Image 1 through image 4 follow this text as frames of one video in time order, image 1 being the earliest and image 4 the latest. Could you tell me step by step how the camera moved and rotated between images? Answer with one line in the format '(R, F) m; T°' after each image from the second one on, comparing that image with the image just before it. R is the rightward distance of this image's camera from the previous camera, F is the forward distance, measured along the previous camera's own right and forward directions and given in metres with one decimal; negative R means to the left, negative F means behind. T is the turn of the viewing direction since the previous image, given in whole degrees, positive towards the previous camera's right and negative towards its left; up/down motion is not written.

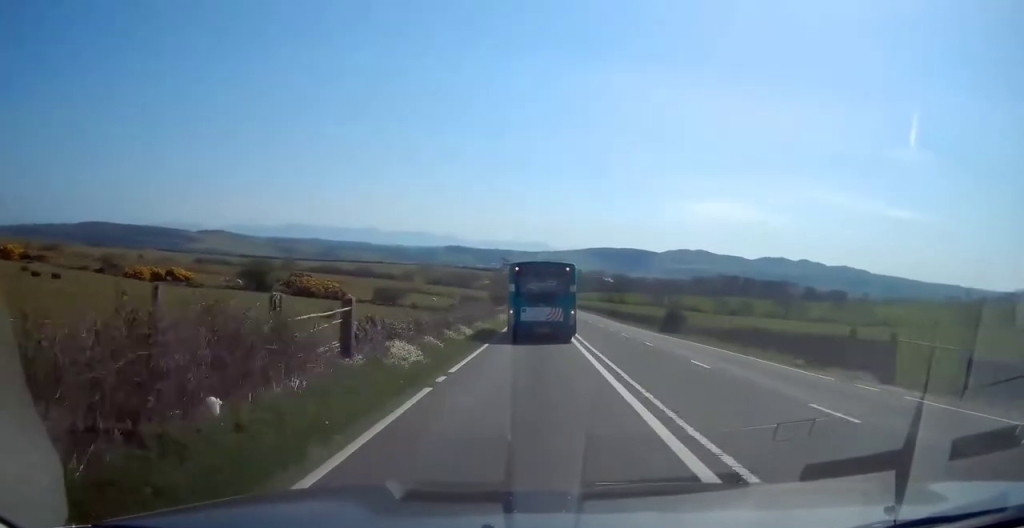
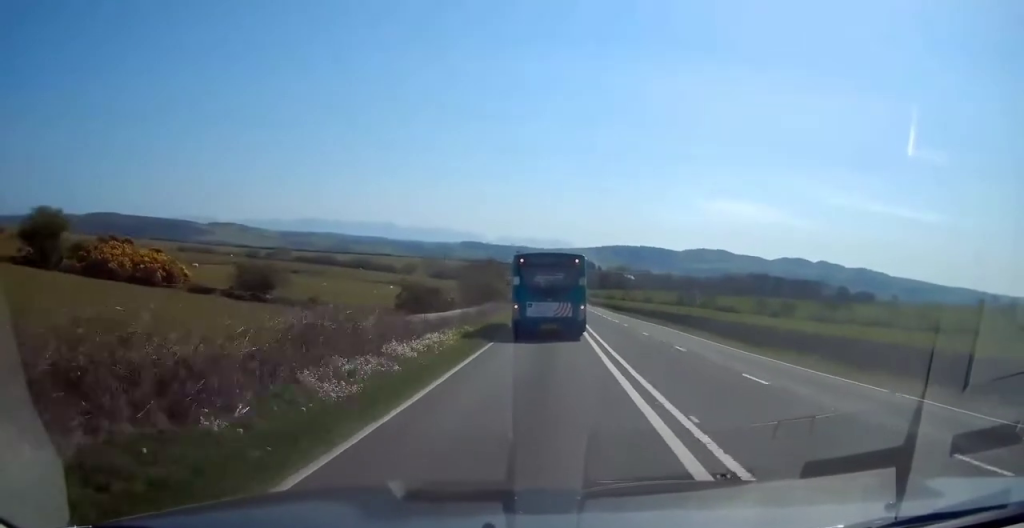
(-2.4, +50.6) m; -3°
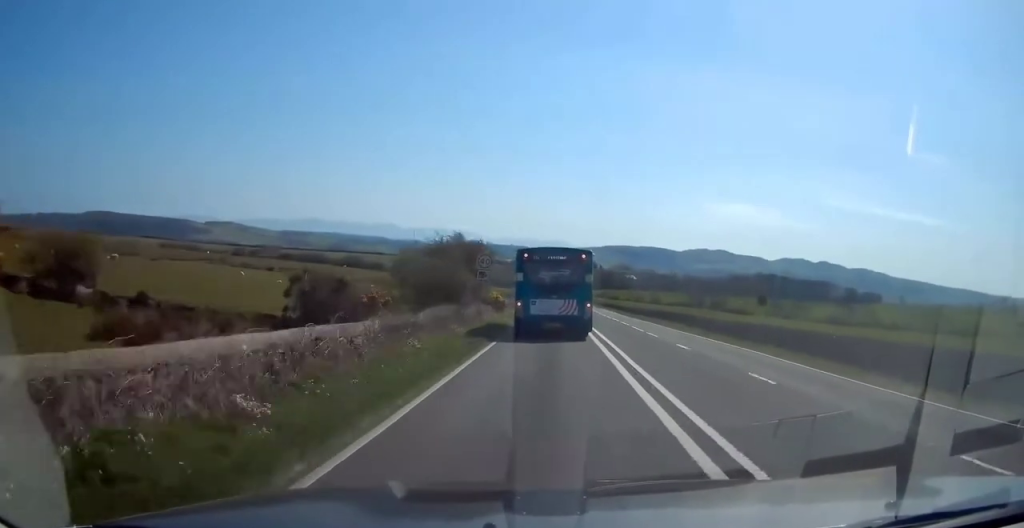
(0.0, +15.1) m; 0°
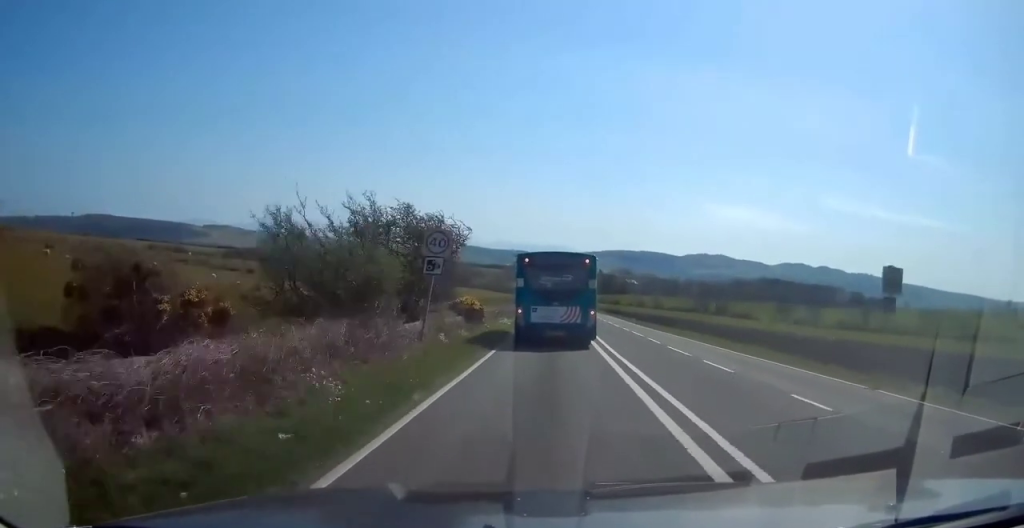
(0.0, +10.4) m; 0°
